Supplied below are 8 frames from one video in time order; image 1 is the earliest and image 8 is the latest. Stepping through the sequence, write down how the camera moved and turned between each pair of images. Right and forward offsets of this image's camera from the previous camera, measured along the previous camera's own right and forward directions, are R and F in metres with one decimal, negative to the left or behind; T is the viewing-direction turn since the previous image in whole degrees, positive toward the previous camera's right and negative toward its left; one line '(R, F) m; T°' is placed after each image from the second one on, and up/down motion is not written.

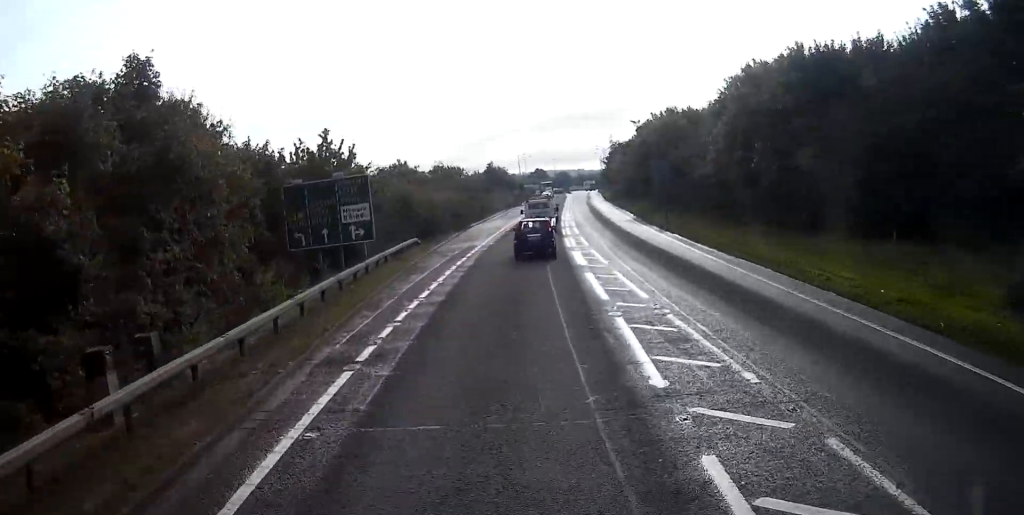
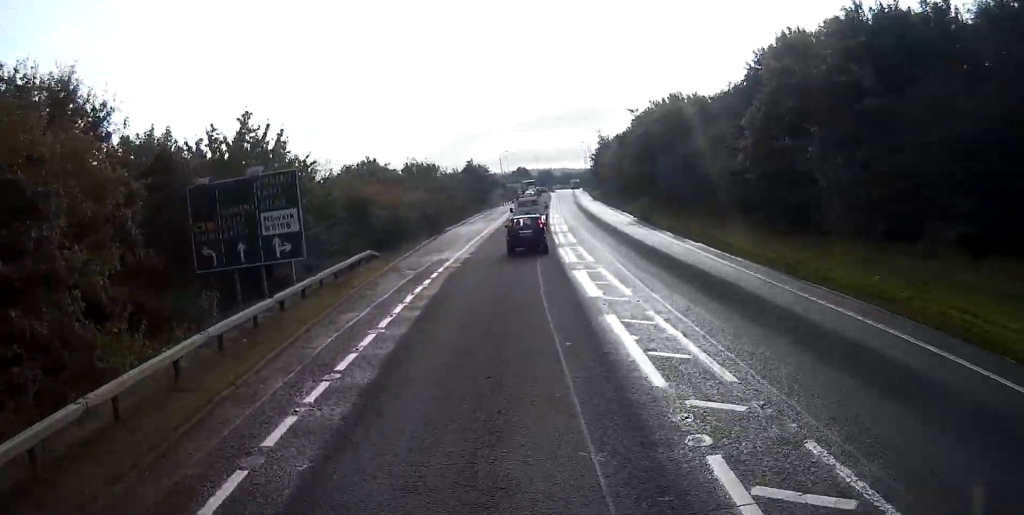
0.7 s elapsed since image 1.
(-0.2, +9.1) m; +3°
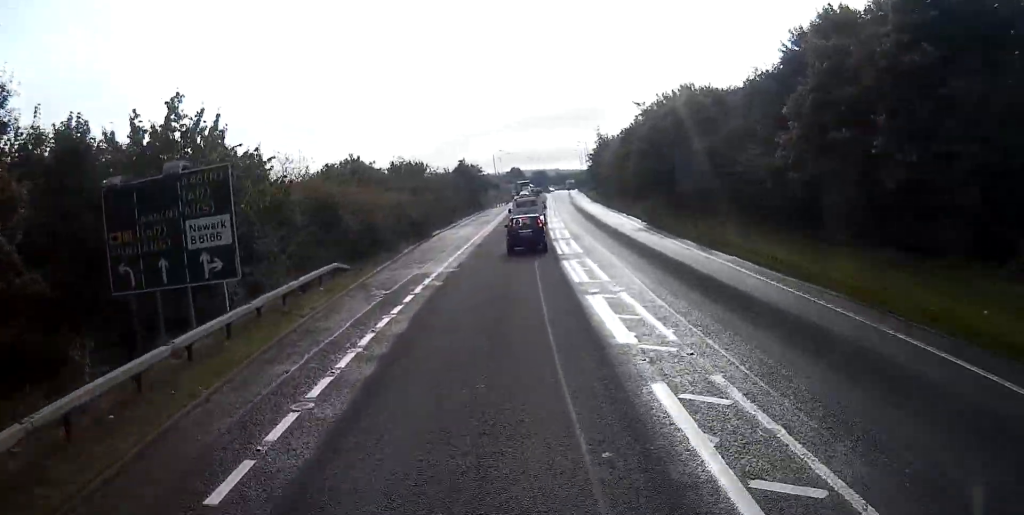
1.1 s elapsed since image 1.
(+0.5, +5.8) m; +2°
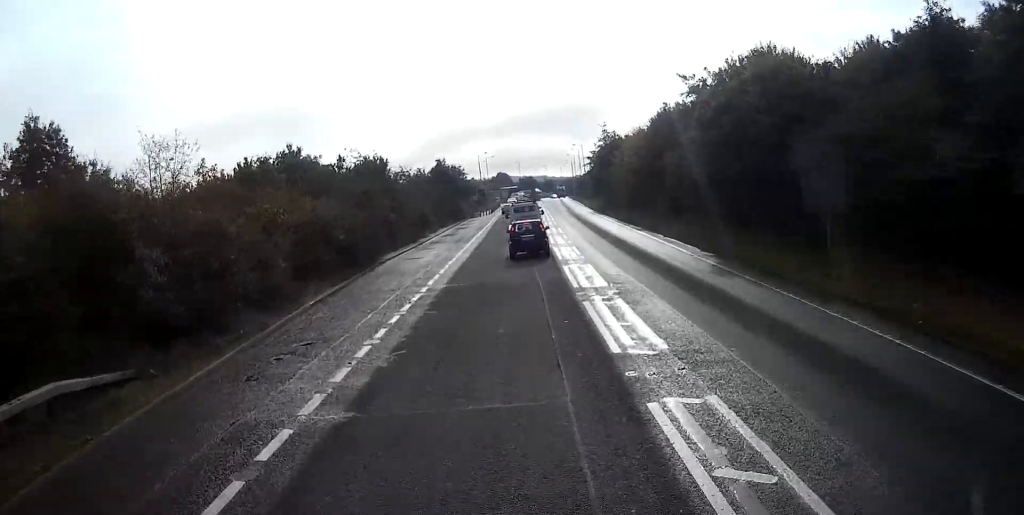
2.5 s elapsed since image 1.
(+0.9, +18.5) m; +3°
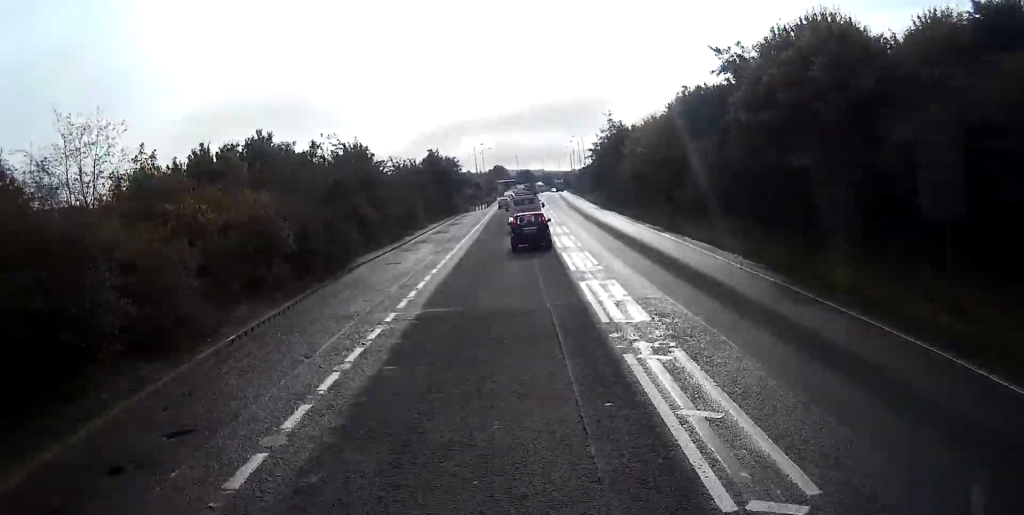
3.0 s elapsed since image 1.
(0.0, +6.9) m; 0°
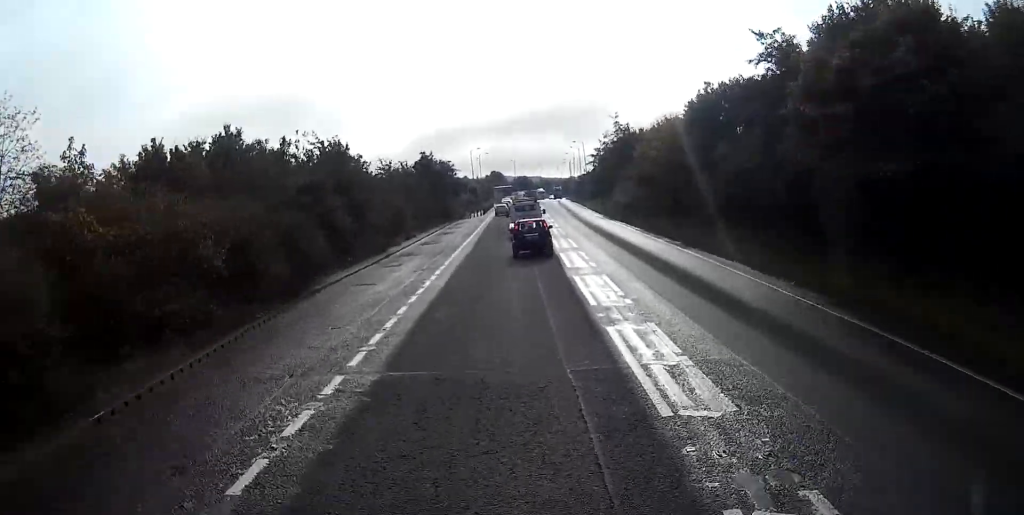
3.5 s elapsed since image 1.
(0.0, +6.1) m; 0°
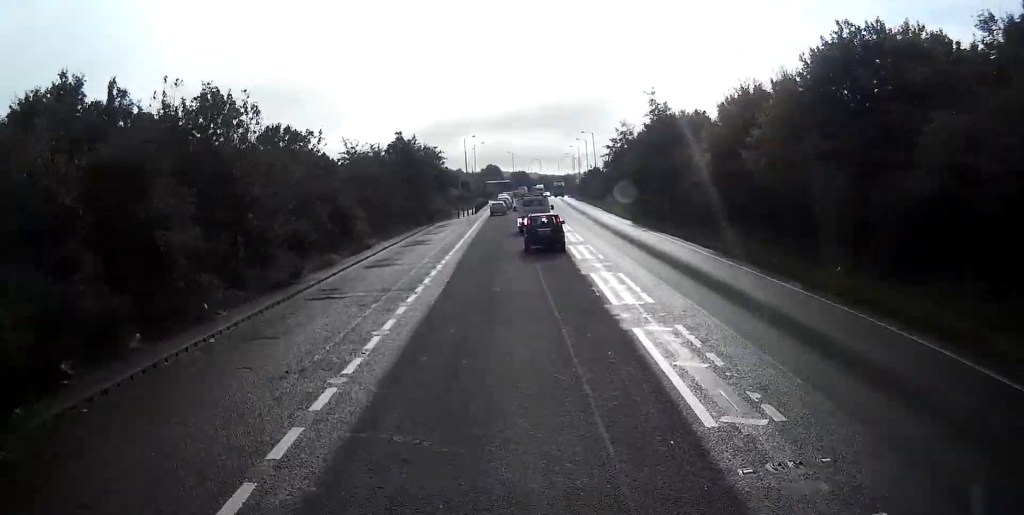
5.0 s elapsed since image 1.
(+0.1, +19.2) m; +1°
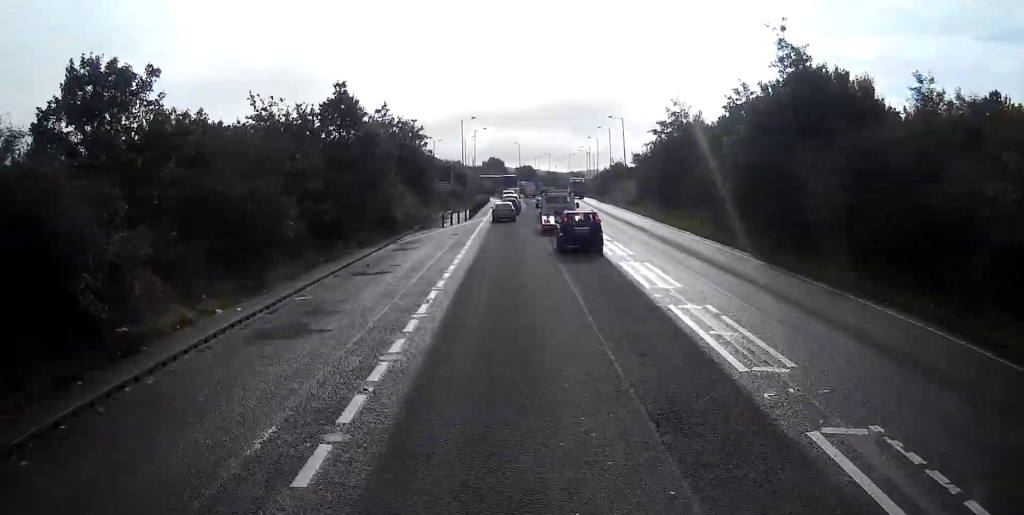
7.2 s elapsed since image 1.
(-0.2, +27.2) m; -1°
